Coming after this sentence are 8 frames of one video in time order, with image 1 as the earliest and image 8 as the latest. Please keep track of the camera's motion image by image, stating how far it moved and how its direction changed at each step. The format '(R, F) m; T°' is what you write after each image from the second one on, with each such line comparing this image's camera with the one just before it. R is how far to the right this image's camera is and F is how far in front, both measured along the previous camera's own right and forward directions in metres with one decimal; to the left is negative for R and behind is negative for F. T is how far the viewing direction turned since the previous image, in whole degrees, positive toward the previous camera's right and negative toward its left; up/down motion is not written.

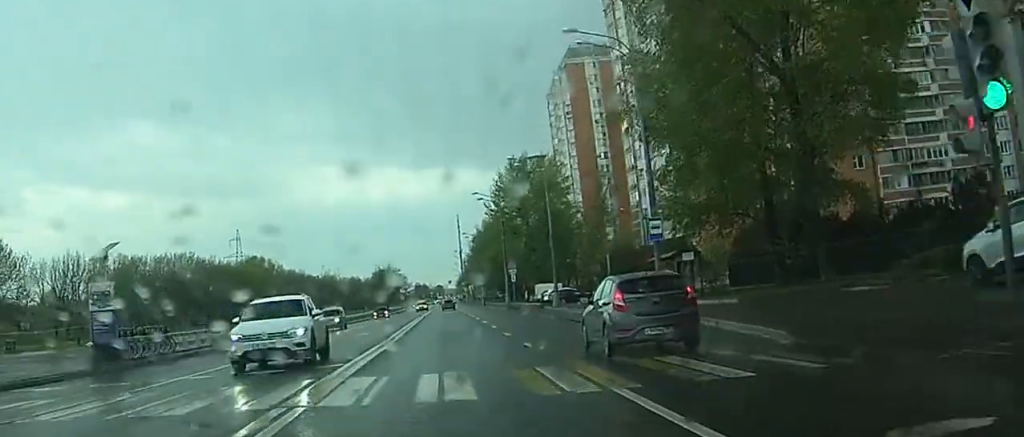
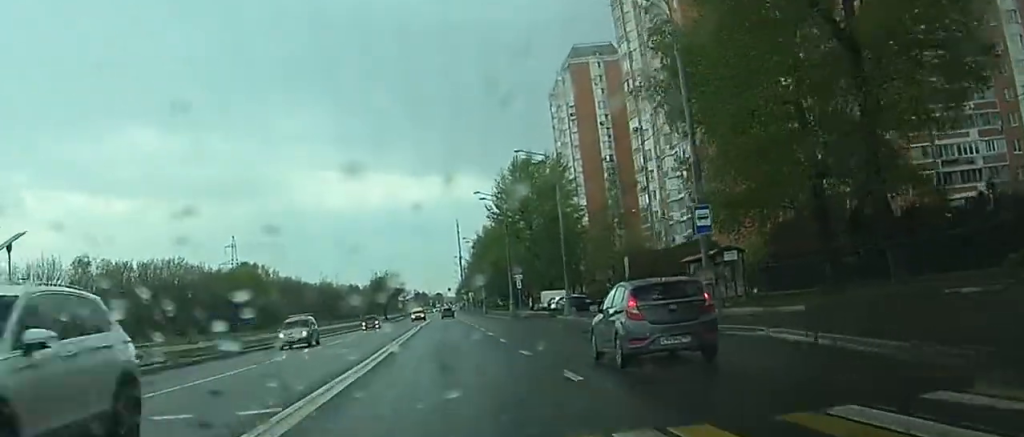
(0.0, +6.8) m; 0°
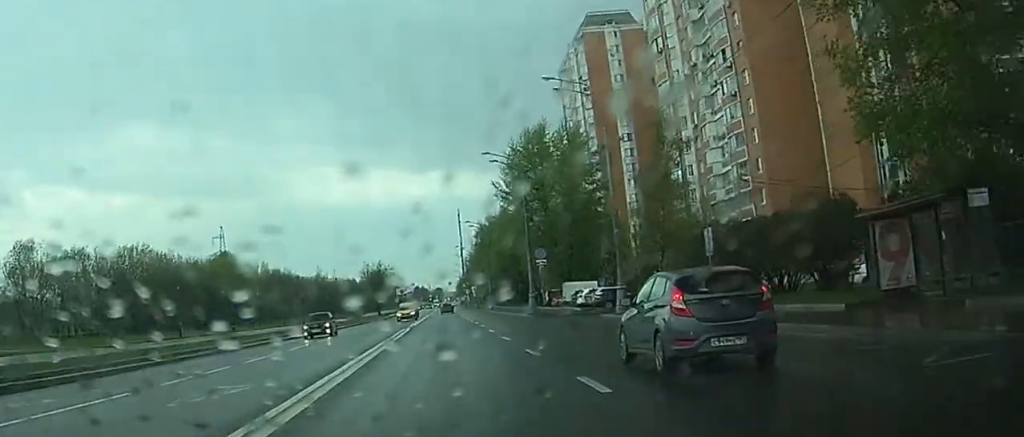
(+0.2, +18.5) m; +1°
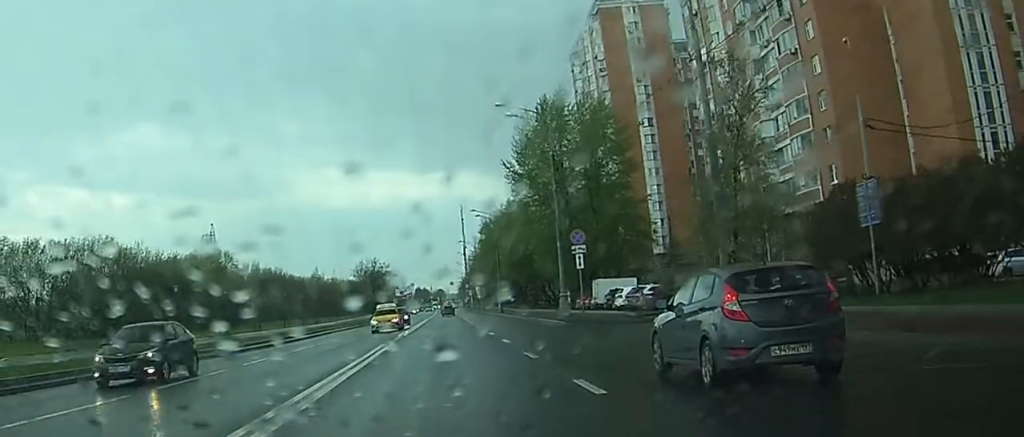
(+0.1, +15.4) m; 0°
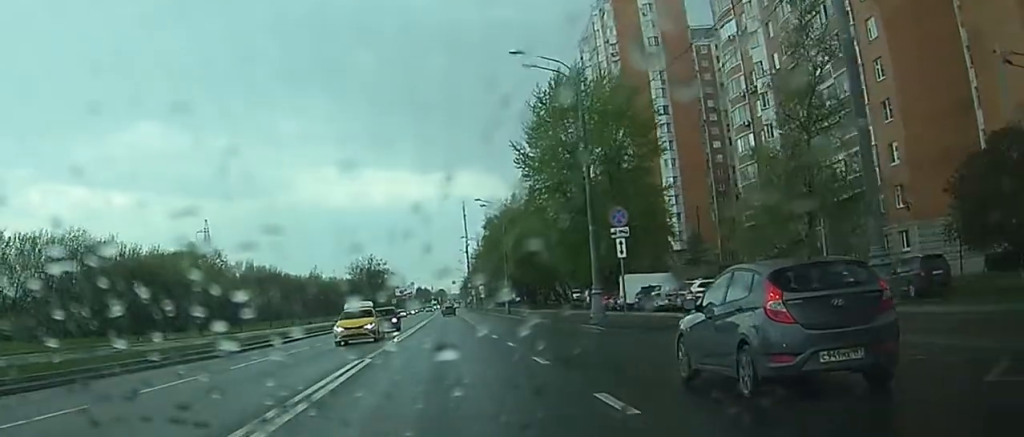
(-0.1, +9.6) m; 0°
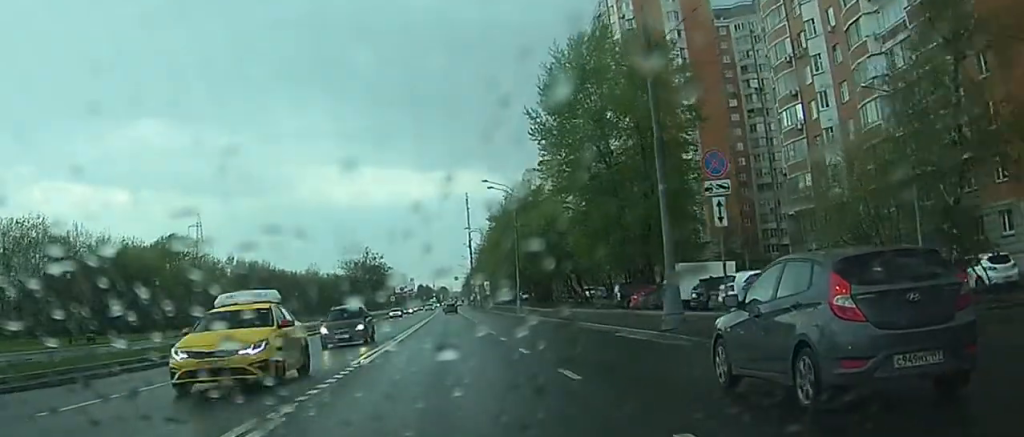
(0.0, +11.6) m; 0°
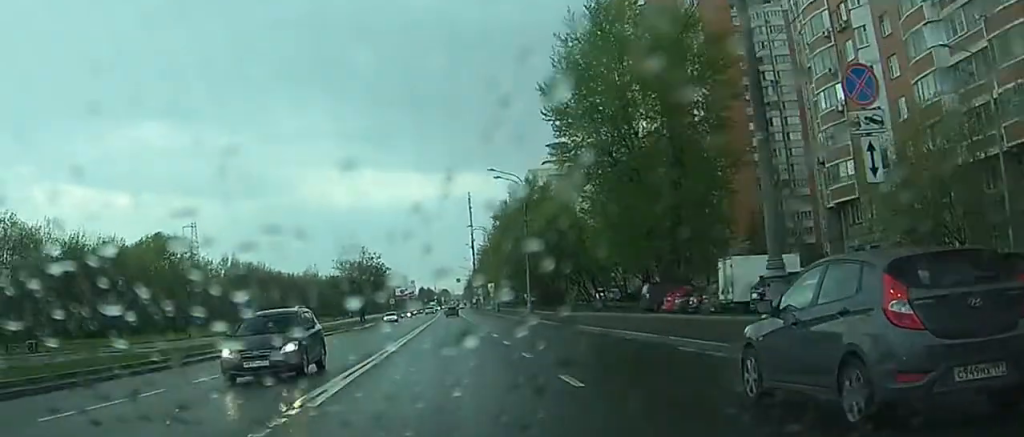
(0.0, +7.7) m; 0°
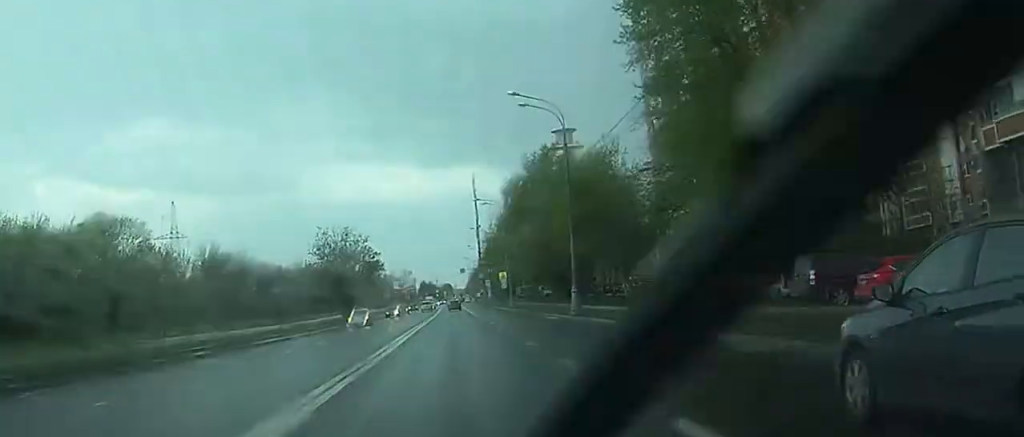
(-0.4, +22.4) m; -2°
